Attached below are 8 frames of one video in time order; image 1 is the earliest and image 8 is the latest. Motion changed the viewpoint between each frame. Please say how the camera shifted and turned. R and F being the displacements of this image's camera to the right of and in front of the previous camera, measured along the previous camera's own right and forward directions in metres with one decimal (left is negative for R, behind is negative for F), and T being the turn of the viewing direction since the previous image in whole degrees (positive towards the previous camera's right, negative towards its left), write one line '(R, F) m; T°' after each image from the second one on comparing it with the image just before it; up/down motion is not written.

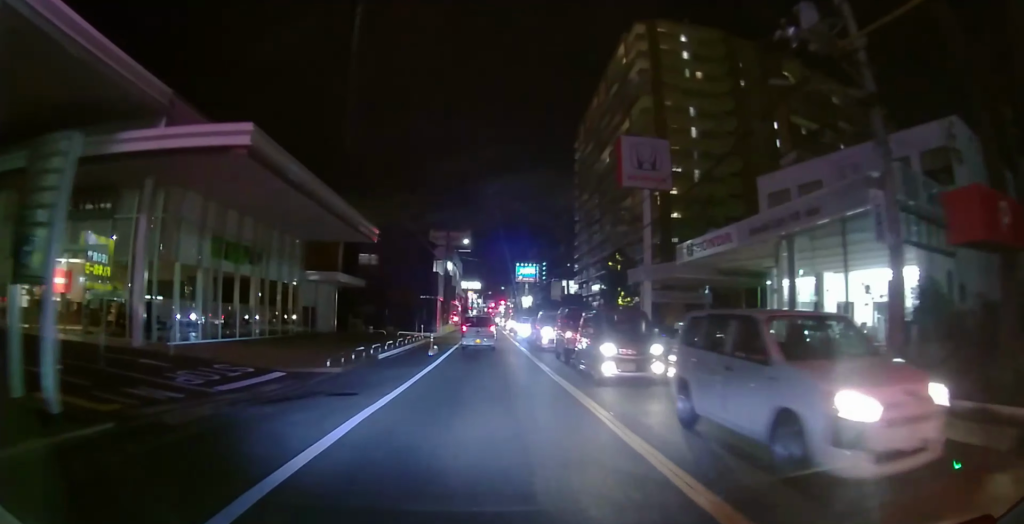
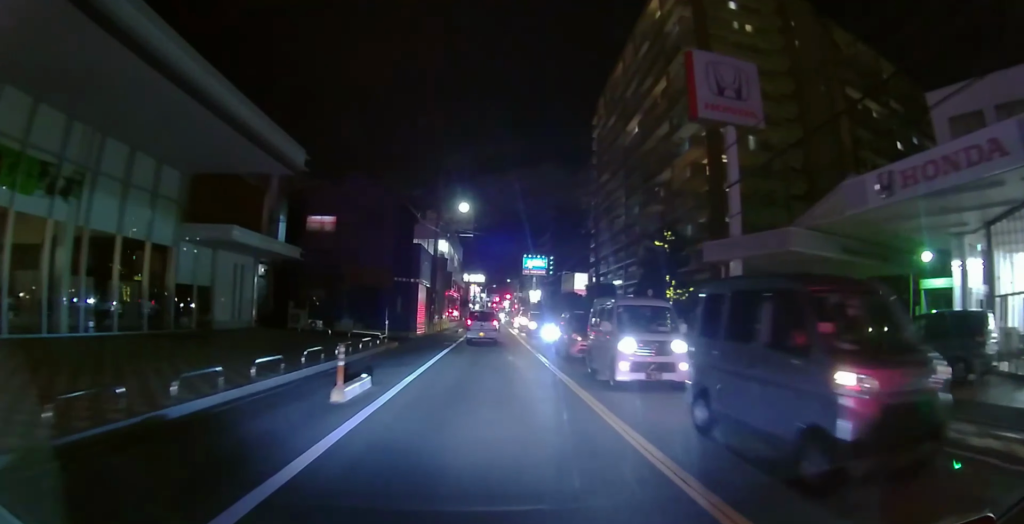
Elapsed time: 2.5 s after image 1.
(0.0, +13.3) m; 0°
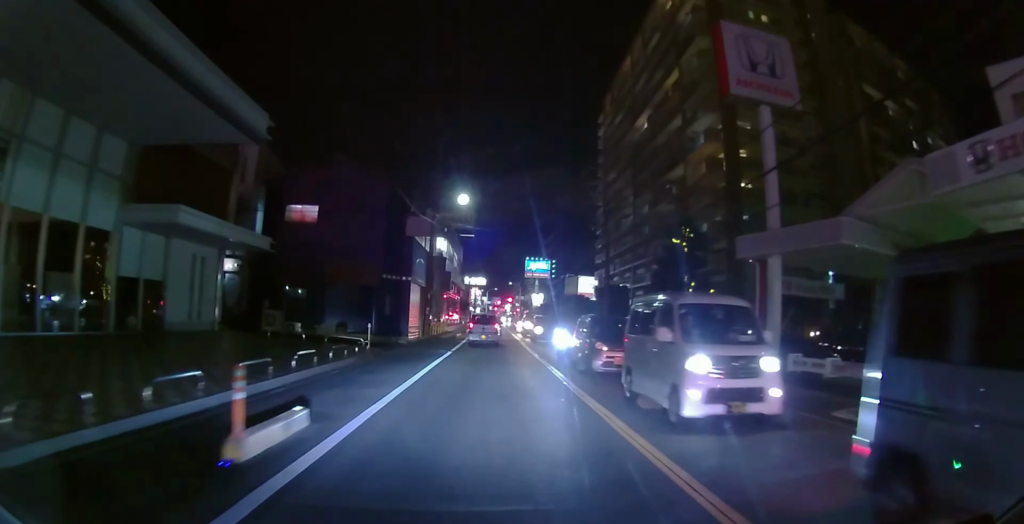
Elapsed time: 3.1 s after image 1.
(0.0, +3.1) m; 0°
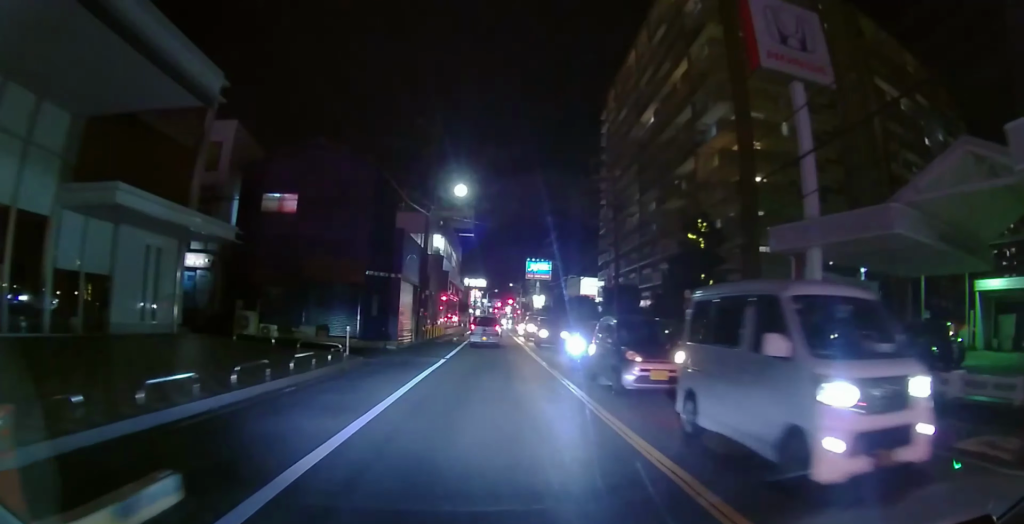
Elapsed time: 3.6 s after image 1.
(0.0, +2.7) m; 0°
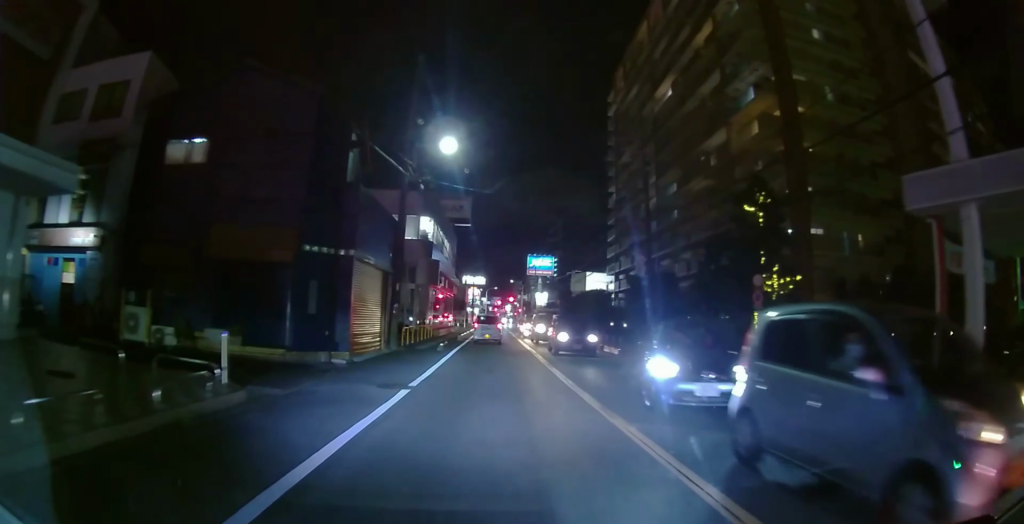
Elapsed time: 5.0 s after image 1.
(0.0, +7.7) m; 0°
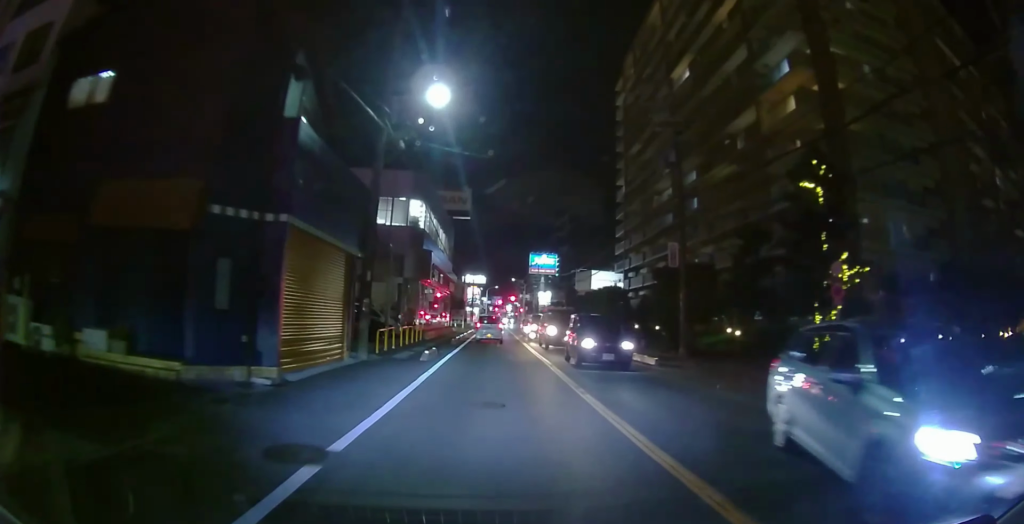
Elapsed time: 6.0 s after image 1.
(0.0, +5.0) m; 0°
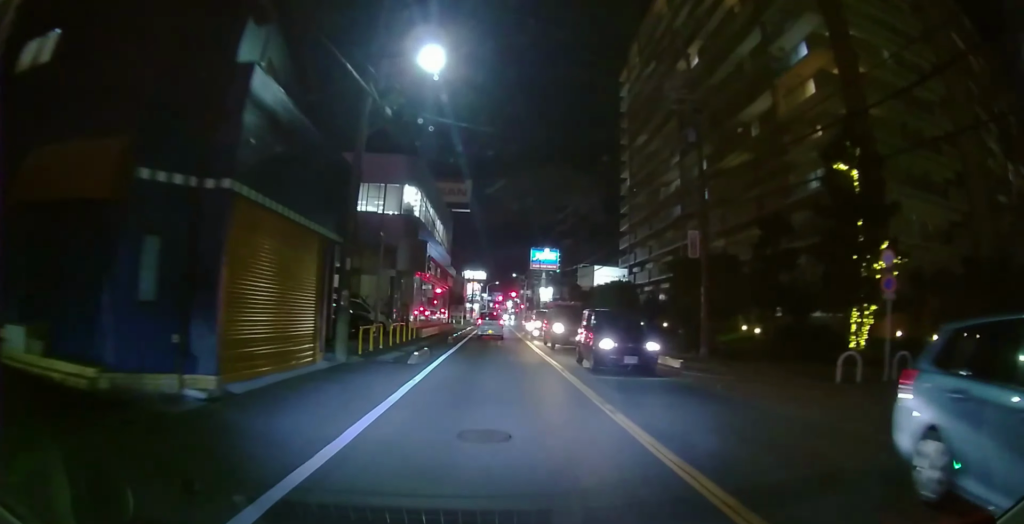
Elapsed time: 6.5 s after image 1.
(0.0, +2.5) m; 0°
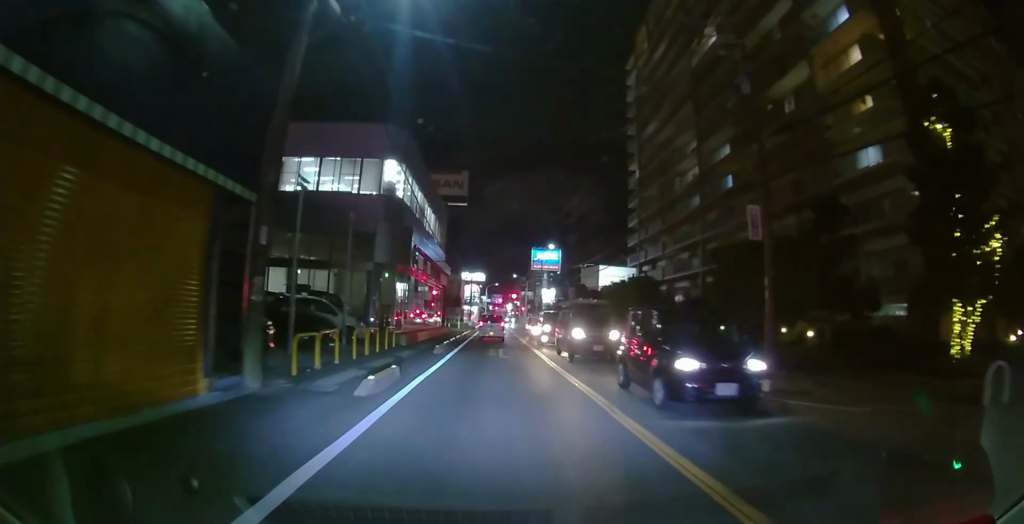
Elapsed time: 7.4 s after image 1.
(0.0, +5.3) m; 0°
